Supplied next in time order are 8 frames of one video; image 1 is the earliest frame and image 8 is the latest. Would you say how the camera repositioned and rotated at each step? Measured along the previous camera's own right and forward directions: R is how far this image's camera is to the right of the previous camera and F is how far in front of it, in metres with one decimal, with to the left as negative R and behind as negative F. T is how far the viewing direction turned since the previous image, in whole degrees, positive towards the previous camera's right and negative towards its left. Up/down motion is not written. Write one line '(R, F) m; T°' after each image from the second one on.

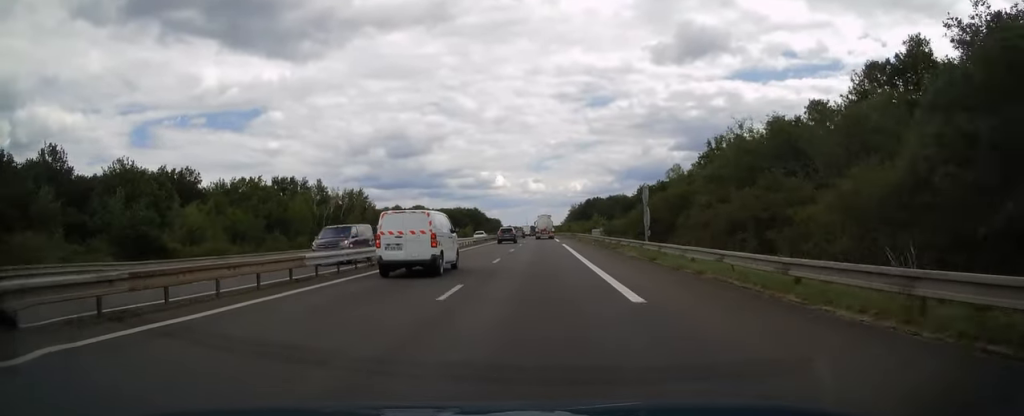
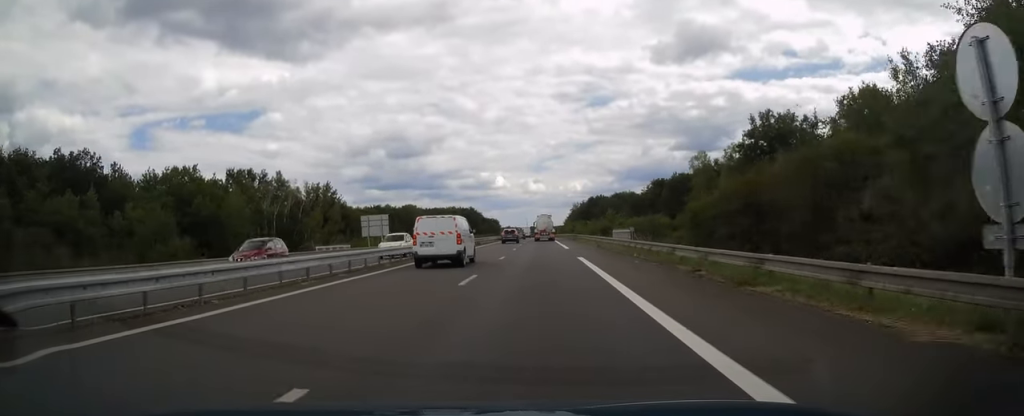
(0.0, +22.7) m; 0°
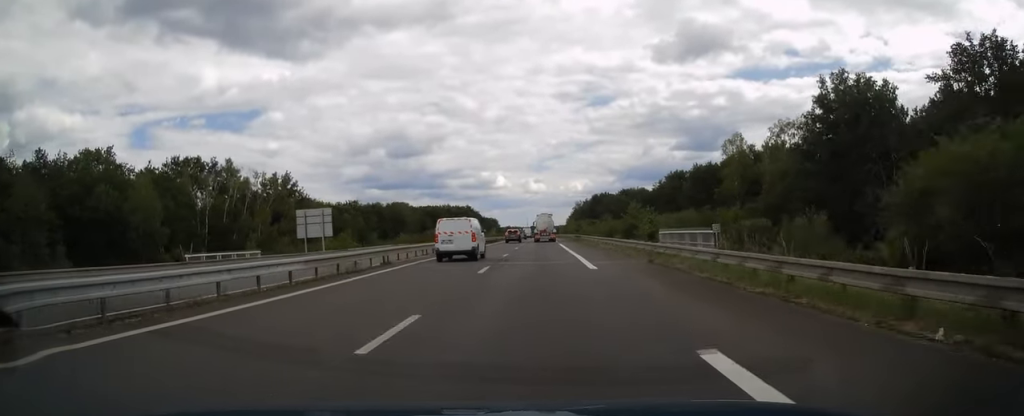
(-0.1, +21.2) m; 0°
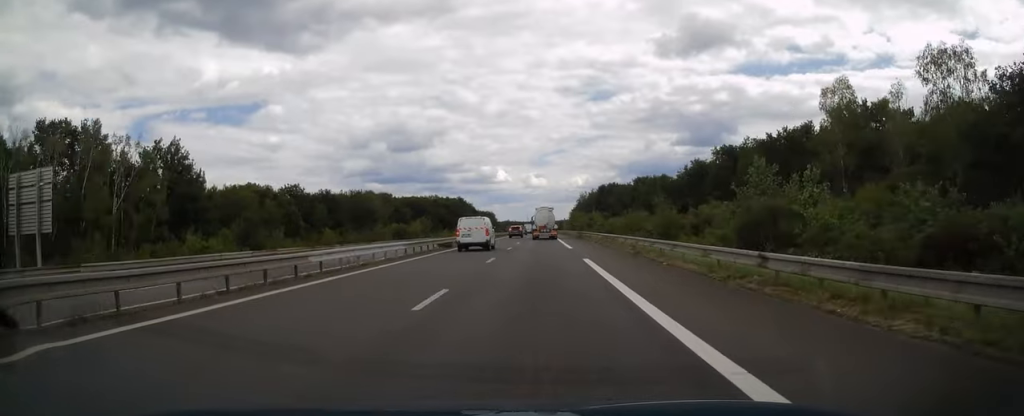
(0.0, +35.4) m; 0°
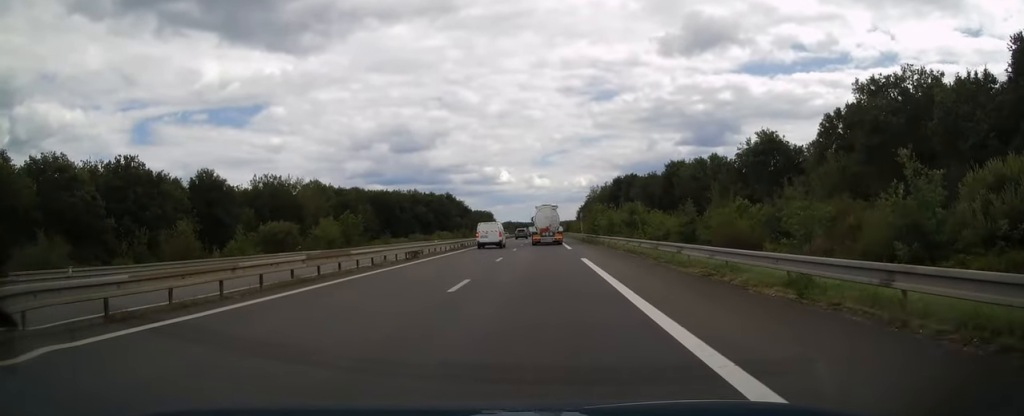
(-0.1, +48.3) m; 0°
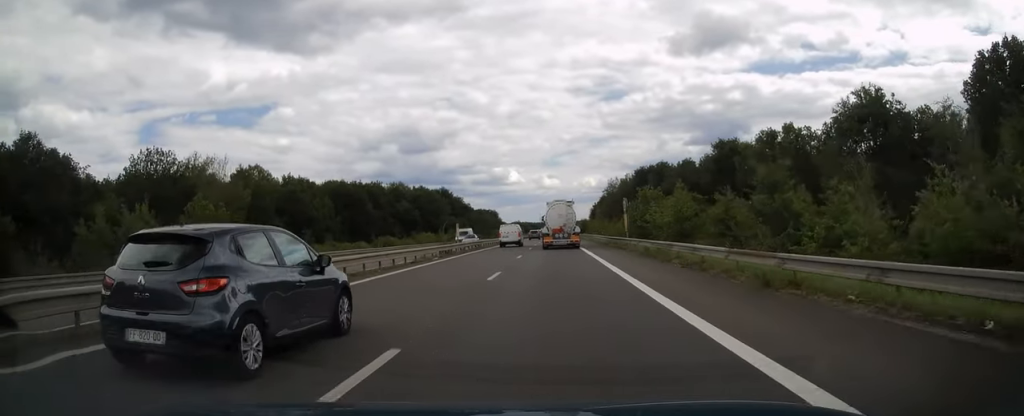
(-0.1, +35.4) m; 0°
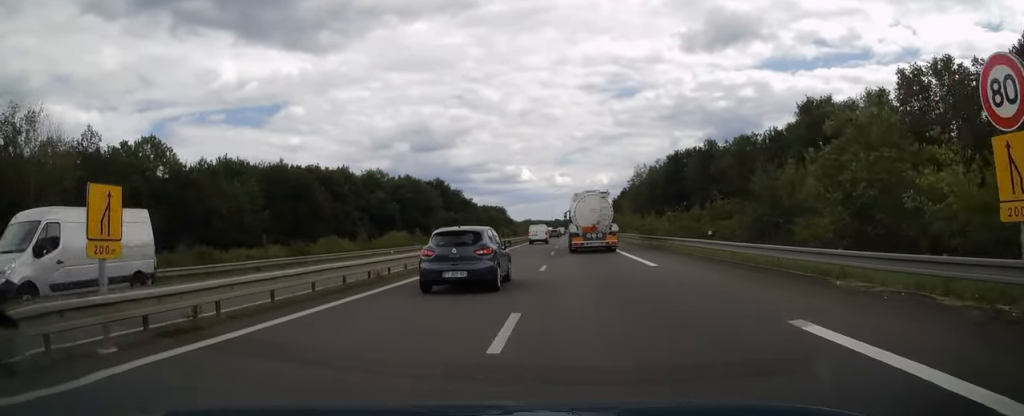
(-0.2, +35.7) m; -1°
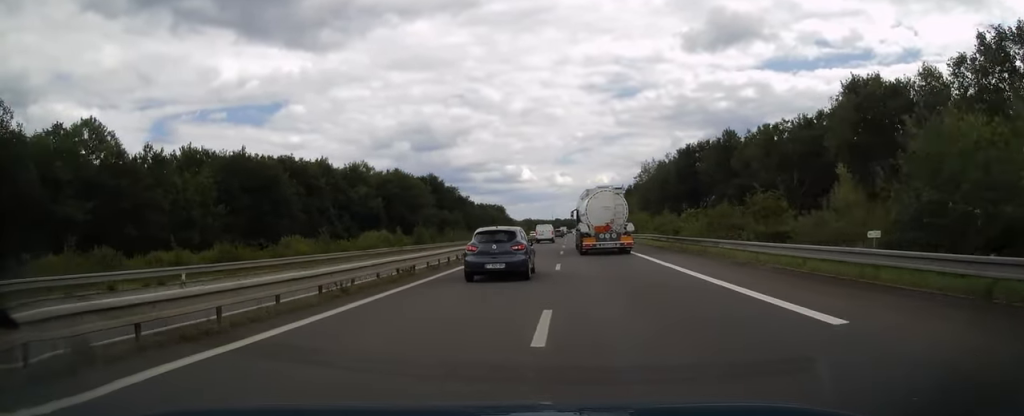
(-0.1, +12.7) m; 0°
